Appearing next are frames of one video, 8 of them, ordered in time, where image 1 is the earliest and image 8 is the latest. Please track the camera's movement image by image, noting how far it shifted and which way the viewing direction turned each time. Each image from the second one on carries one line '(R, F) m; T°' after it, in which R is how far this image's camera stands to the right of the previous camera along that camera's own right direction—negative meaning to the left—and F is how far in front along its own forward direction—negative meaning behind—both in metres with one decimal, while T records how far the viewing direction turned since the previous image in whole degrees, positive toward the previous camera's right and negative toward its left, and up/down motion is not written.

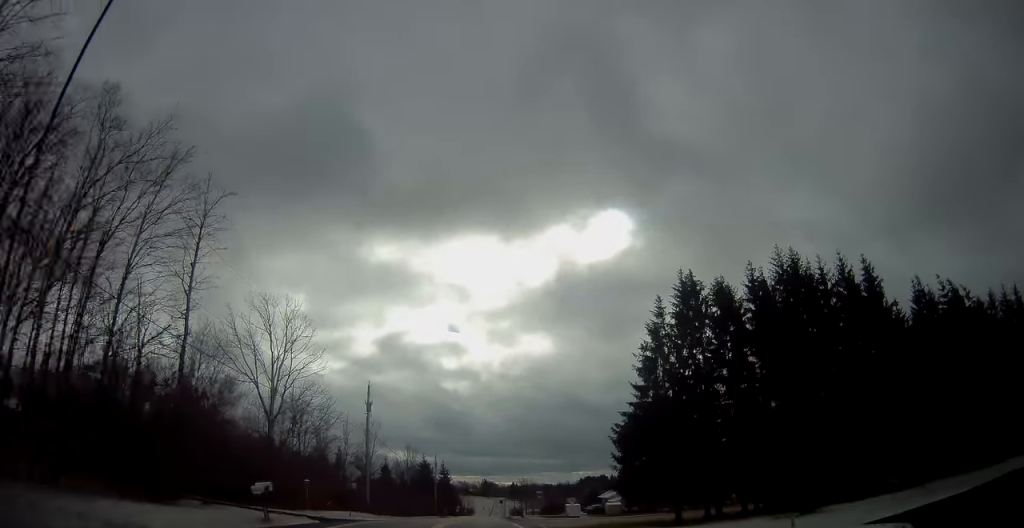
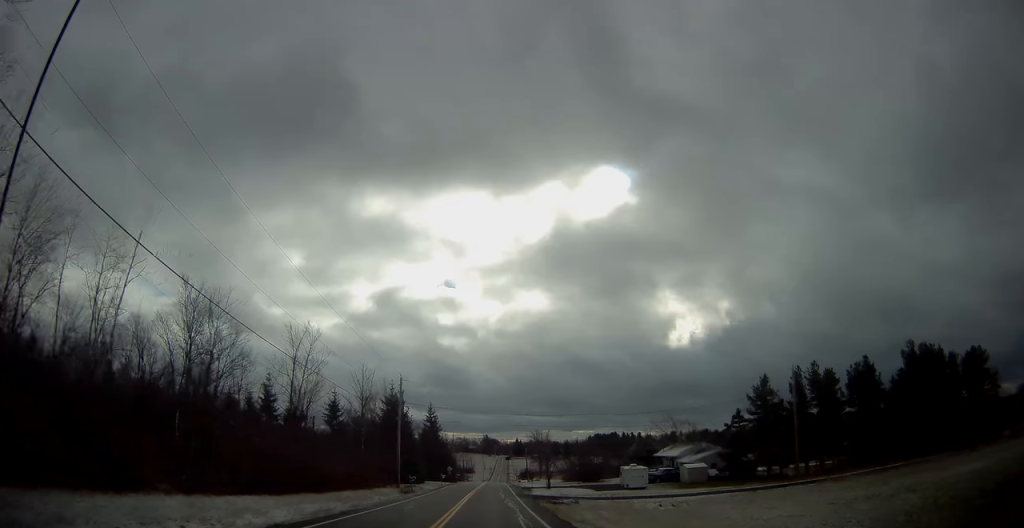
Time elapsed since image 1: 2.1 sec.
(0.0, +43.9) m; 0°
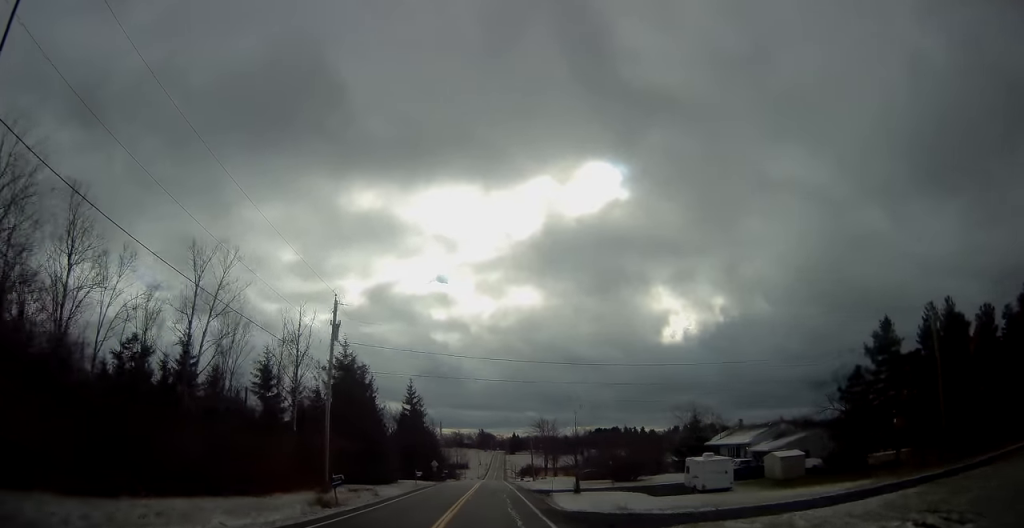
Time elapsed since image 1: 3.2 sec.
(+0.1, +23.4) m; +1°
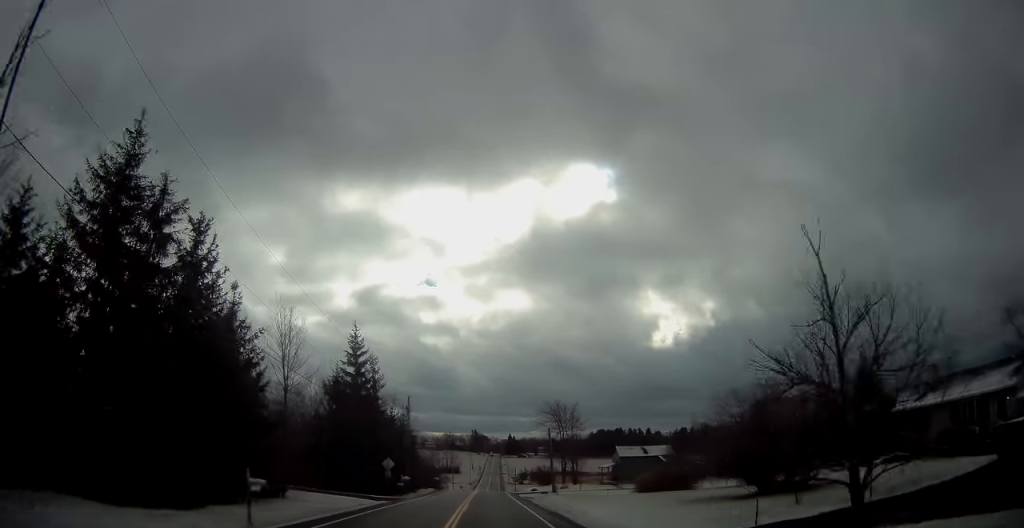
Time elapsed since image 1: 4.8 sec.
(+0.4, +35.2) m; +1°
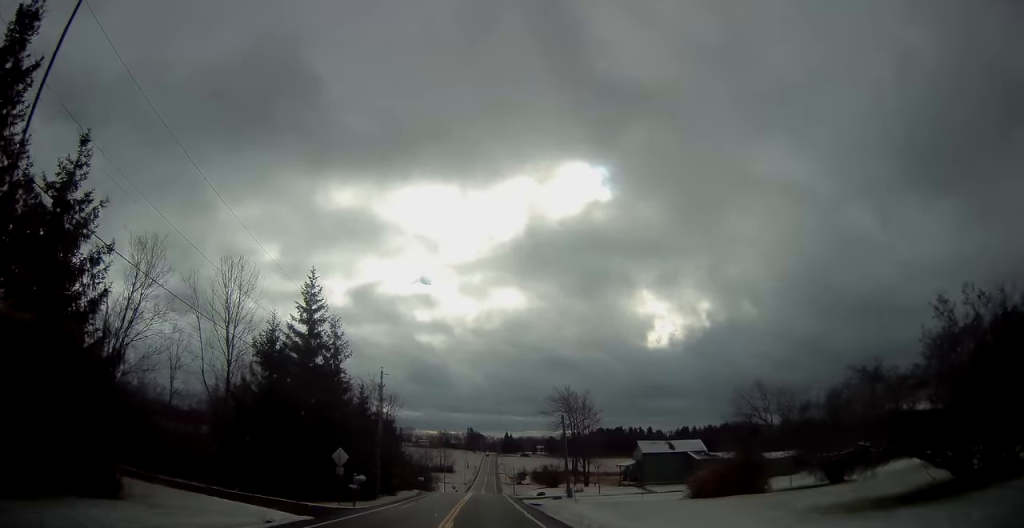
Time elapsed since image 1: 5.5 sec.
(+0.2, +14.5) m; 0°
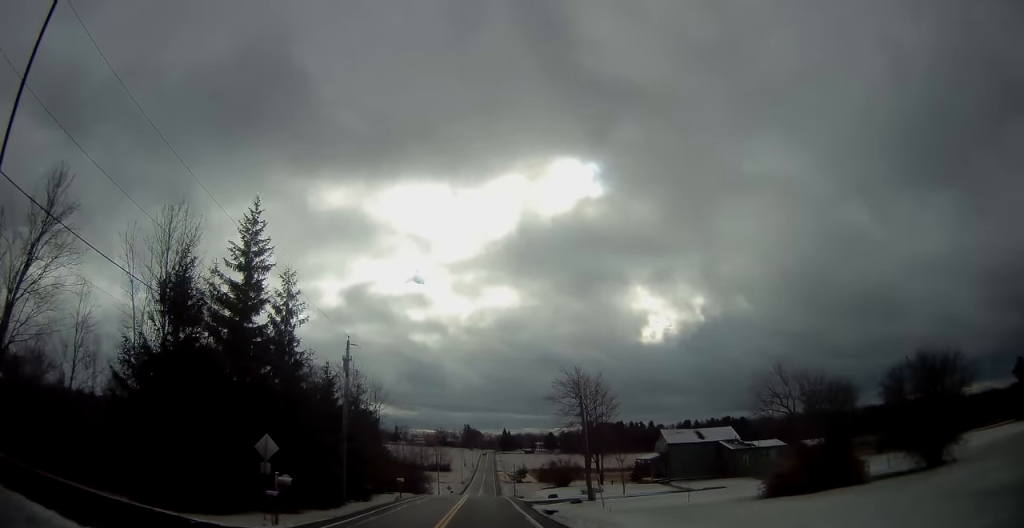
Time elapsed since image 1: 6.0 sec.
(-0.2, +10.8) m; 0°
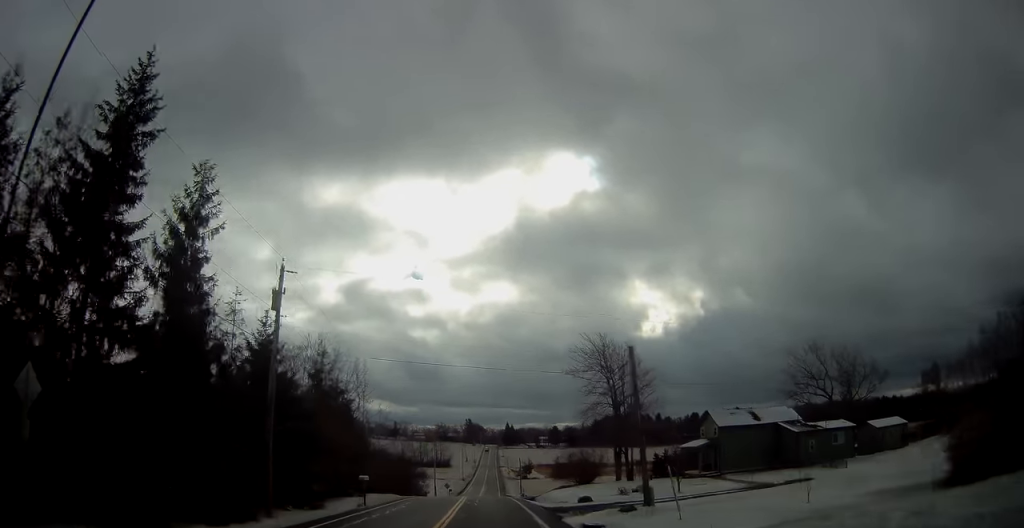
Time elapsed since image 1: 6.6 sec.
(-0.1, +13.1) m; 0°
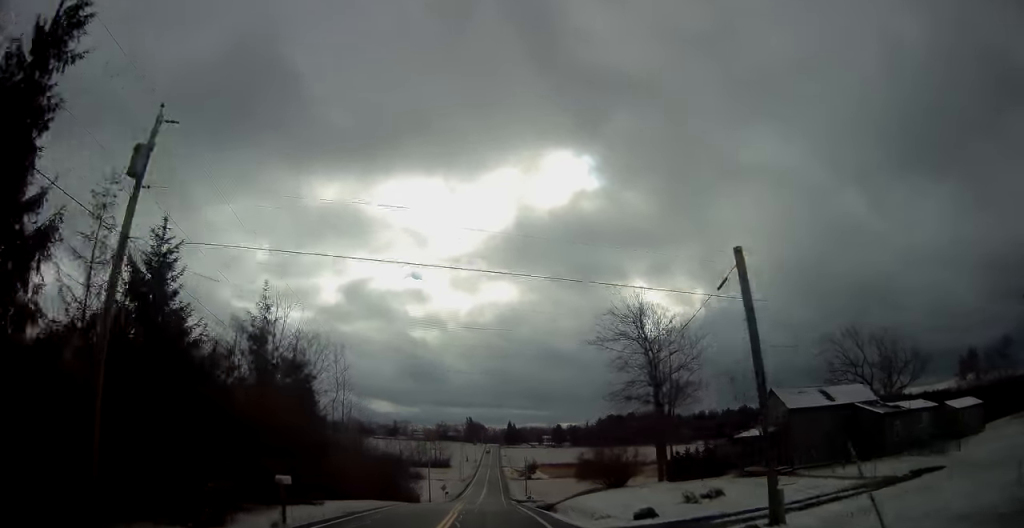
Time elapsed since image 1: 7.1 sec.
(0.0, +11.7) m; 0°
